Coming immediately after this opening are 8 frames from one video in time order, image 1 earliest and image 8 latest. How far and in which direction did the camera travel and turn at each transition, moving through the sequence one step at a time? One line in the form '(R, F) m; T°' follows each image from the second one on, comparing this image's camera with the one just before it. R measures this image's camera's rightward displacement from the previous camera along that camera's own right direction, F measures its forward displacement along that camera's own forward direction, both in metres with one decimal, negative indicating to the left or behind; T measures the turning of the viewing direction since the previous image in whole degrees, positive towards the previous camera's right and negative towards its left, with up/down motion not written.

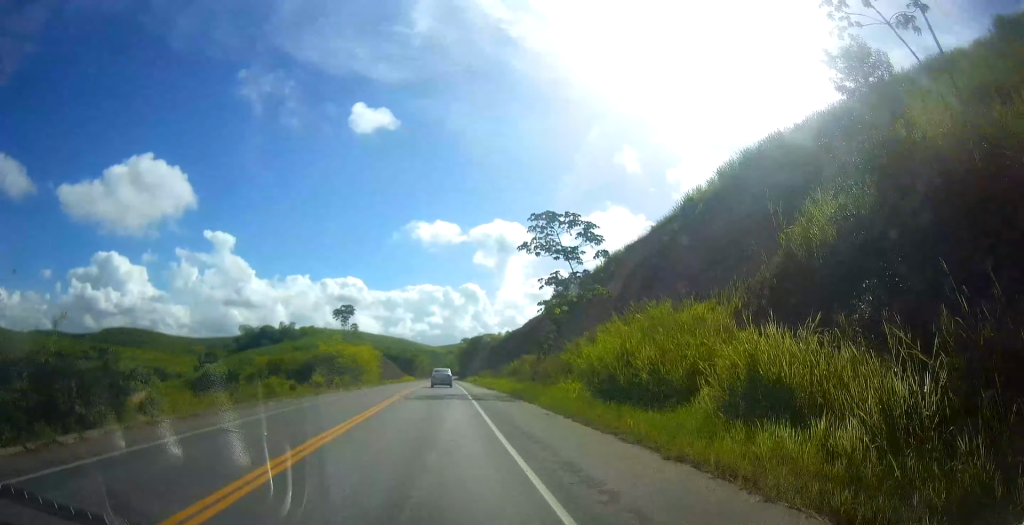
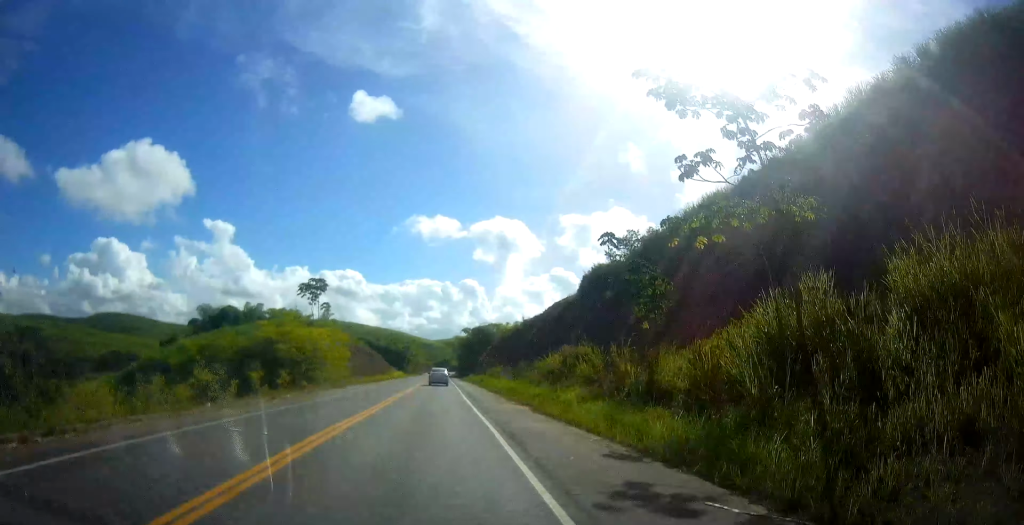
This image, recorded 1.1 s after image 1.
(-0.1, +25.4) m; 0°
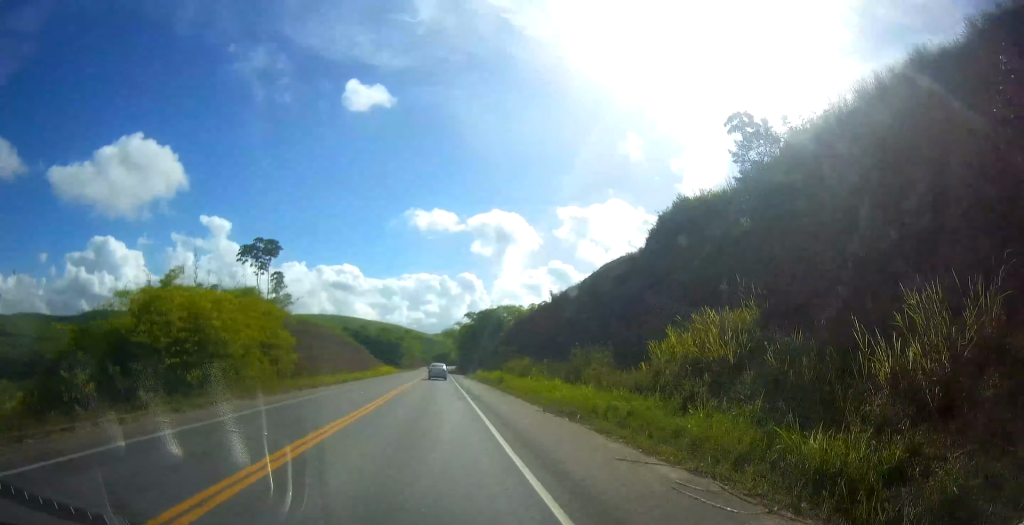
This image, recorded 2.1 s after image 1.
(0.0, +25.0) m; 0°
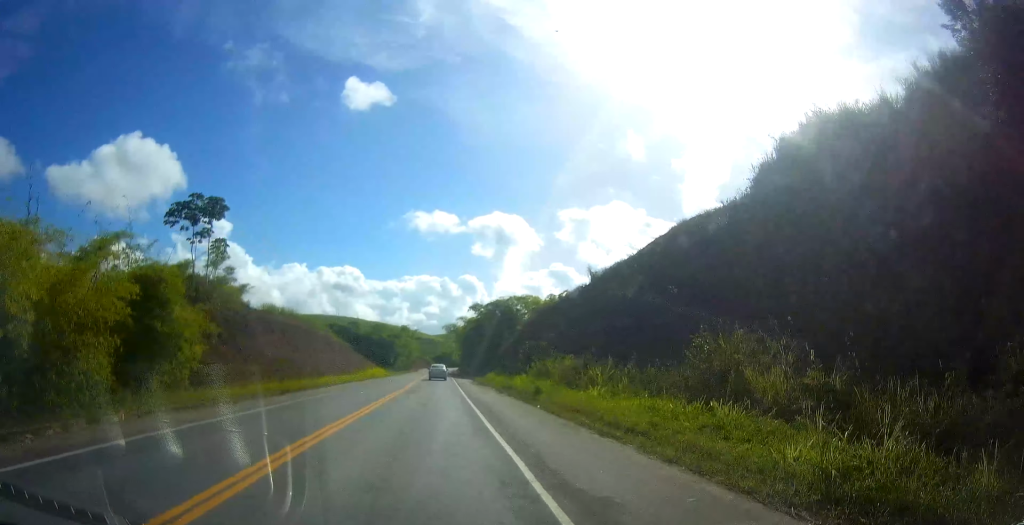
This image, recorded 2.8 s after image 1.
(-0.1, +17.3) m; 0°
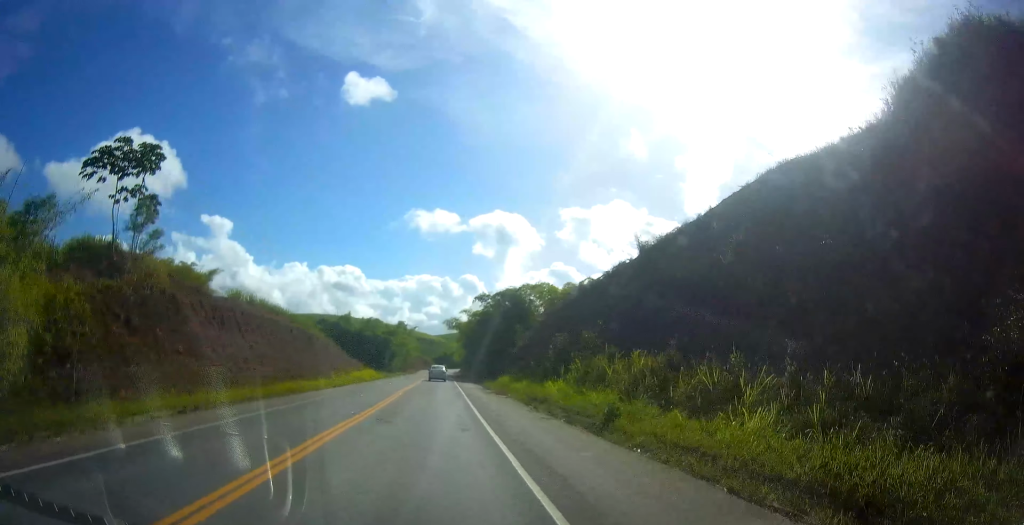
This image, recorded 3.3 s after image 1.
(+0.1, +12.4) m; 0°
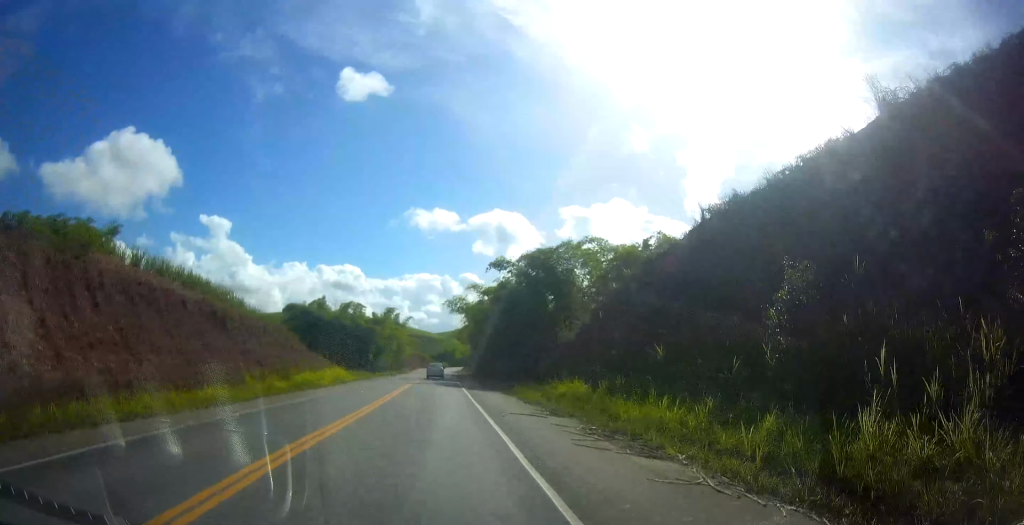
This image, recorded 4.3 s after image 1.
(-0.2, +24.2) m; 0°
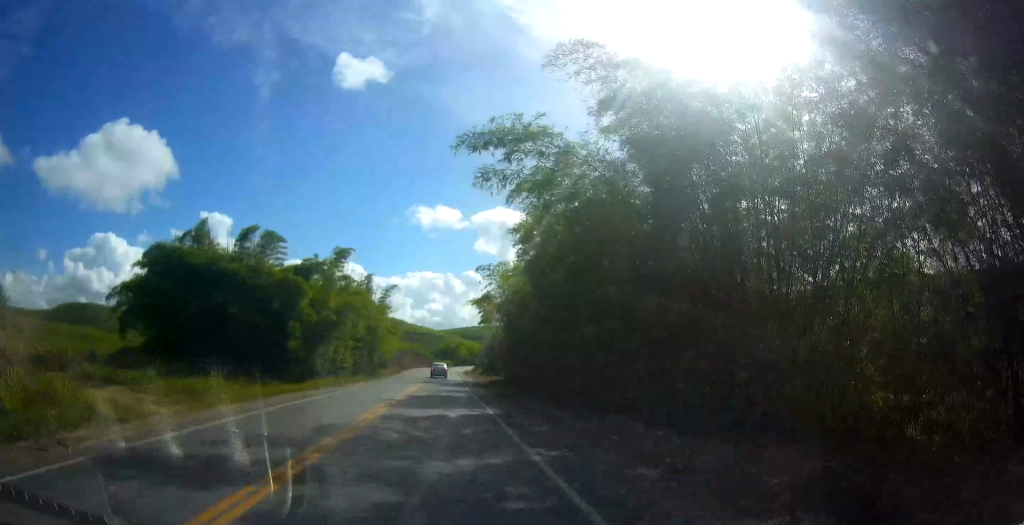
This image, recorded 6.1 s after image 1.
(+0.6, +47.3) m; +1°
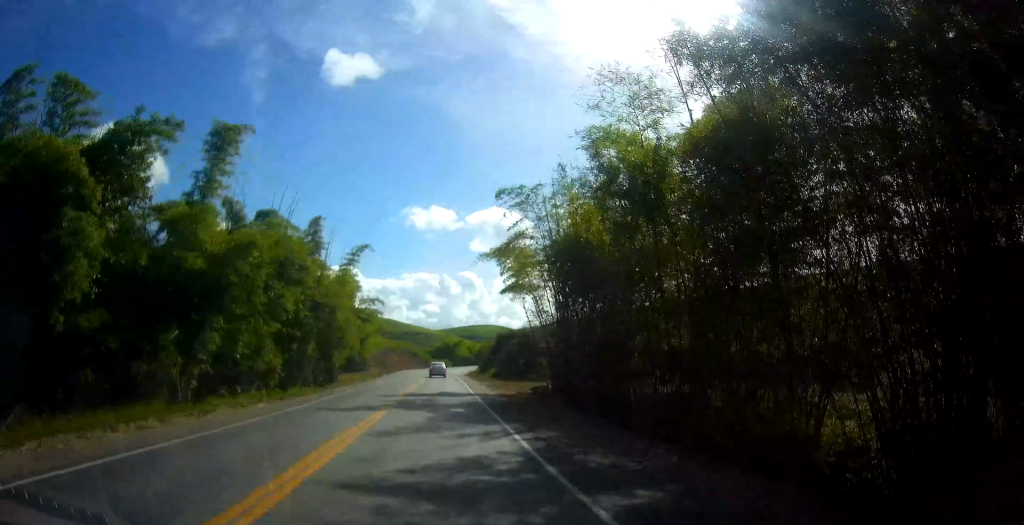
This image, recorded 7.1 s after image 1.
(+0.1, +26.0) m; 0°
